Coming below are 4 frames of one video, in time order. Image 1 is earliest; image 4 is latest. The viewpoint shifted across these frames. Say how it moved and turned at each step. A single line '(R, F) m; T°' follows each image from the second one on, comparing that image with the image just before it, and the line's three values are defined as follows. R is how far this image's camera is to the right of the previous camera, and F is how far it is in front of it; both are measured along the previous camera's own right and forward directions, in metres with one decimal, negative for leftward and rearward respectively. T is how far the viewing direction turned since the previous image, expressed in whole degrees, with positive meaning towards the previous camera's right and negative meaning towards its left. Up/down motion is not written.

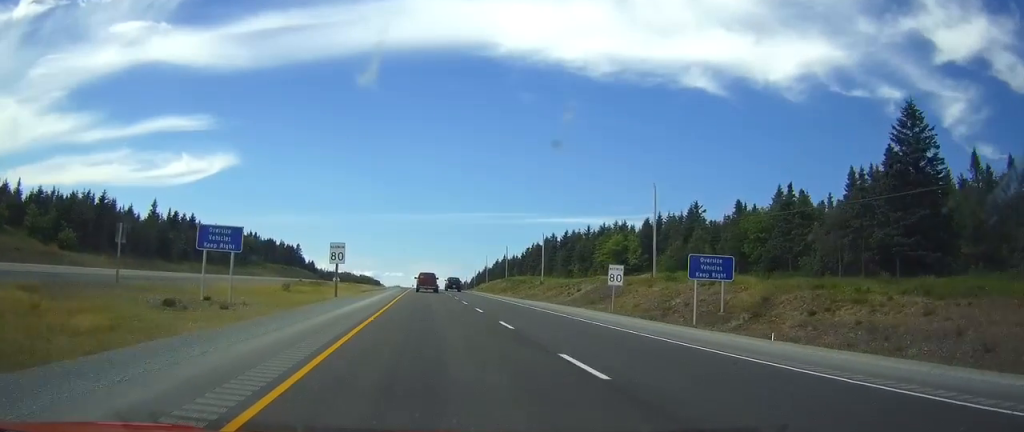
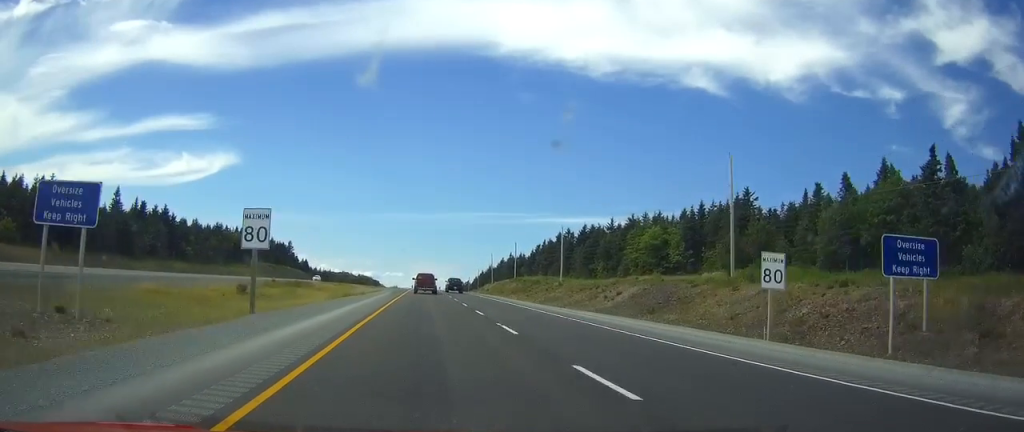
(0.0, +19.8) m; 0°
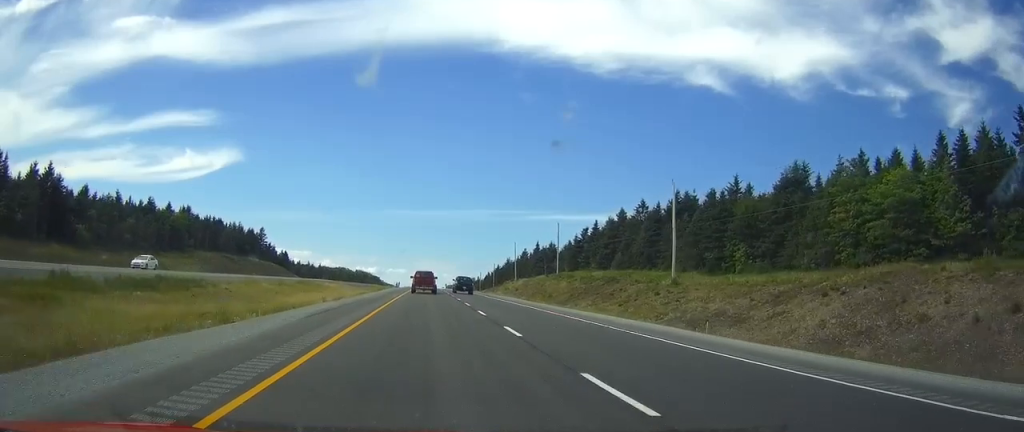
(+0.1, +55.6) m; 0°
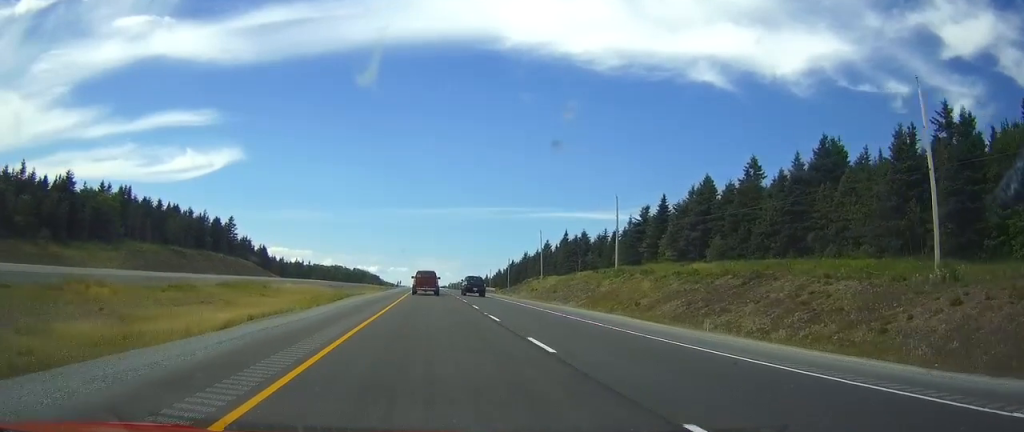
(0.0, +39.5) m; 0°
